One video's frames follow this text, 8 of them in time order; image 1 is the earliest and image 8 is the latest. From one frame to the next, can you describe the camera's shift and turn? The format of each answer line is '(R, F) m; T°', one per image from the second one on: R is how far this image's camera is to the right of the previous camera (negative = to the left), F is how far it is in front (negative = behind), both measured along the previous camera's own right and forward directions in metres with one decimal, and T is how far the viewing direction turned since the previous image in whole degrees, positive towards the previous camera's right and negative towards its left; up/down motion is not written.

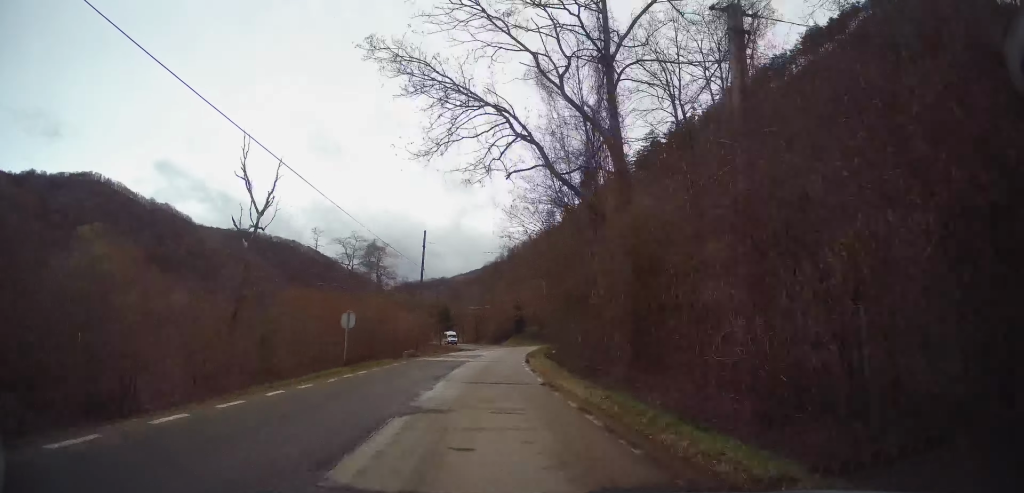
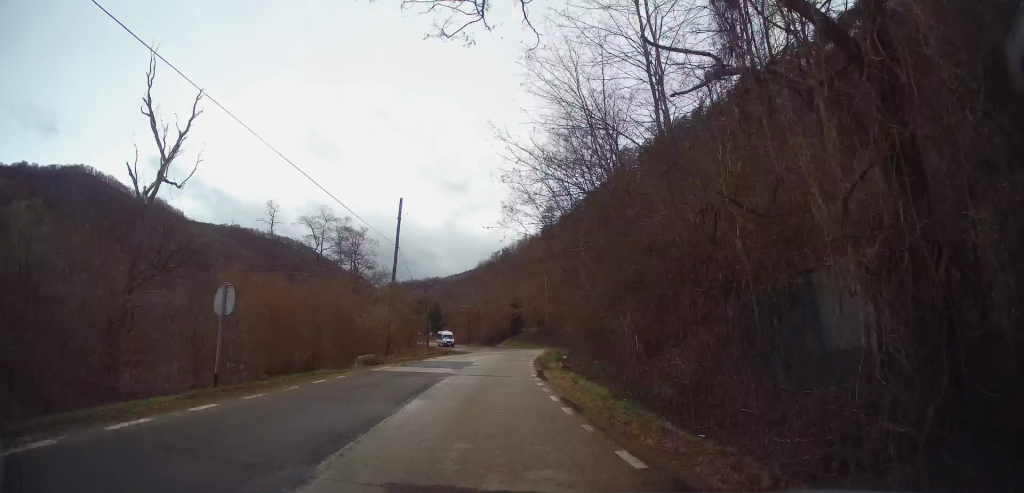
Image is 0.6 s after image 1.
(-0.2, +10.5) m; +1°
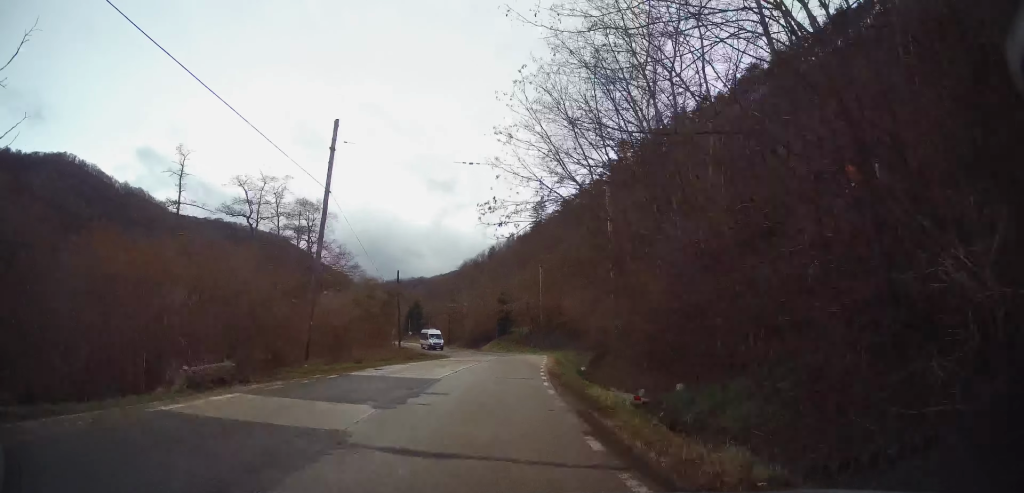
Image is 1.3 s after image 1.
(+0.2, +12.5) m; +1°
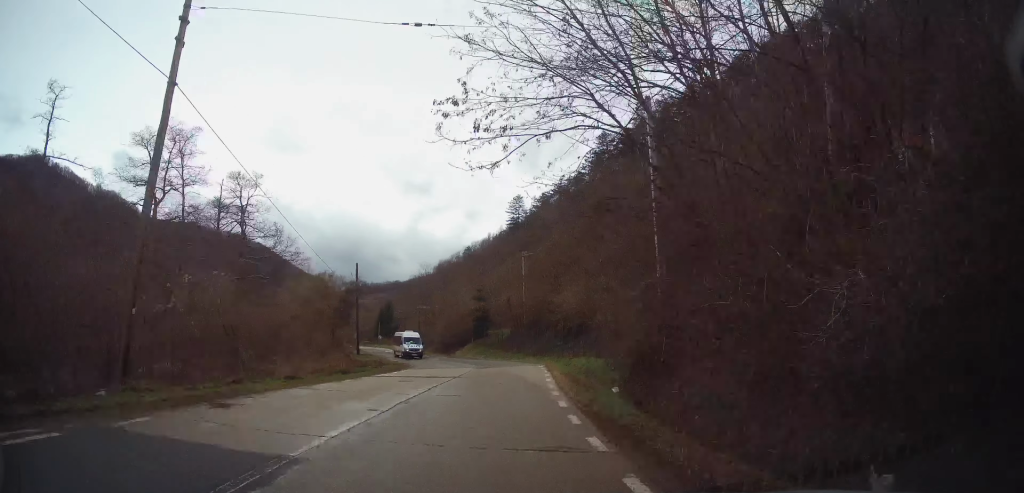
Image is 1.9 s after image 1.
(+0.3, +10.5) m; +2°
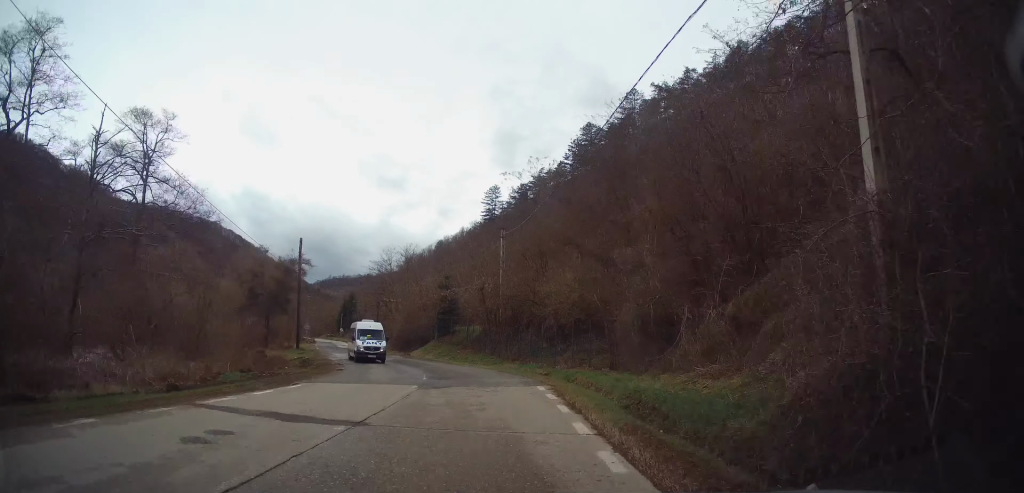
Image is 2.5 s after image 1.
(0.0, +10.9) m; 0°
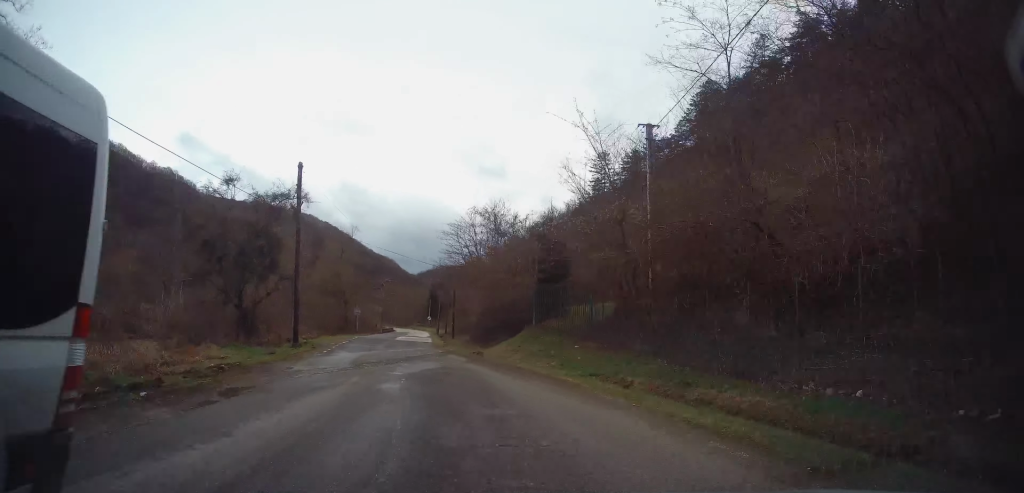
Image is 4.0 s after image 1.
(-0.3, +22.5) m; -8°
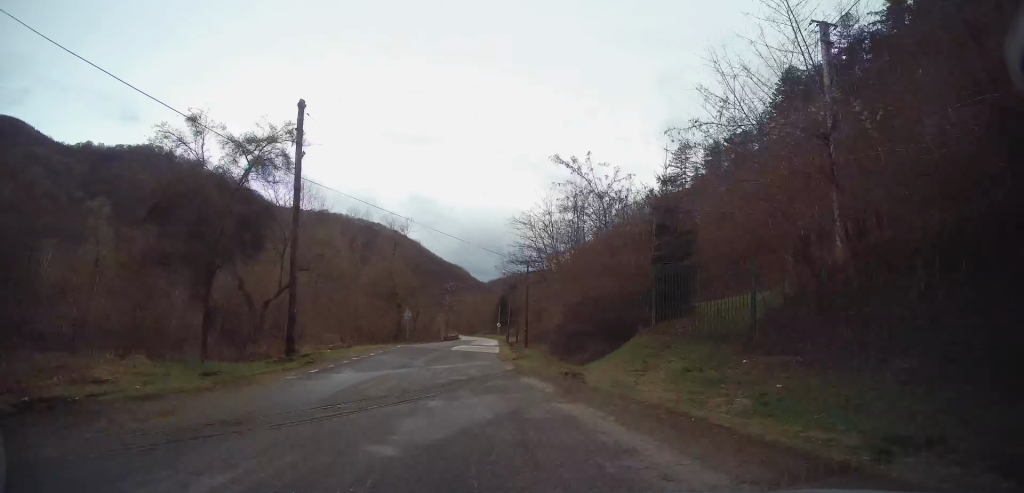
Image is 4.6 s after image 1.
(-1.2, +10.1) m; -5°
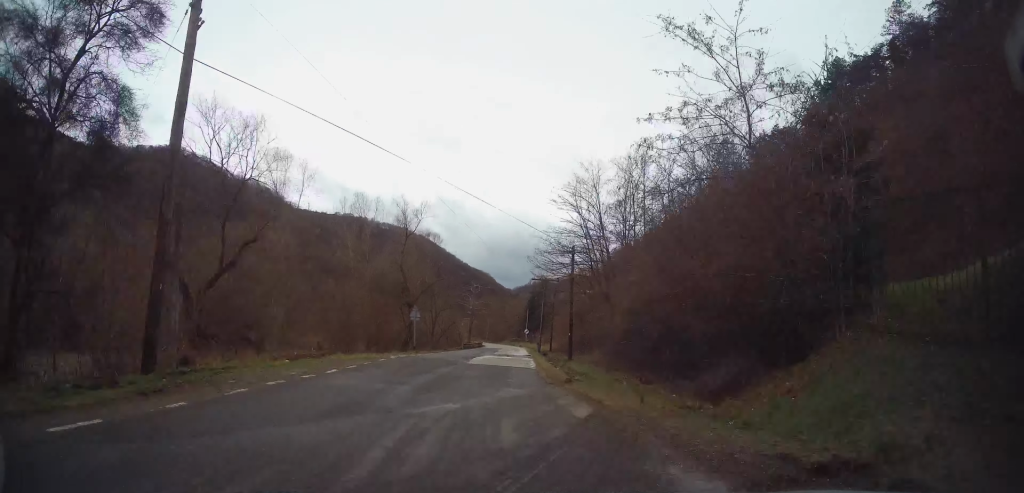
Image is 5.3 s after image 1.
(-0.3, +10.6) m; -2°
